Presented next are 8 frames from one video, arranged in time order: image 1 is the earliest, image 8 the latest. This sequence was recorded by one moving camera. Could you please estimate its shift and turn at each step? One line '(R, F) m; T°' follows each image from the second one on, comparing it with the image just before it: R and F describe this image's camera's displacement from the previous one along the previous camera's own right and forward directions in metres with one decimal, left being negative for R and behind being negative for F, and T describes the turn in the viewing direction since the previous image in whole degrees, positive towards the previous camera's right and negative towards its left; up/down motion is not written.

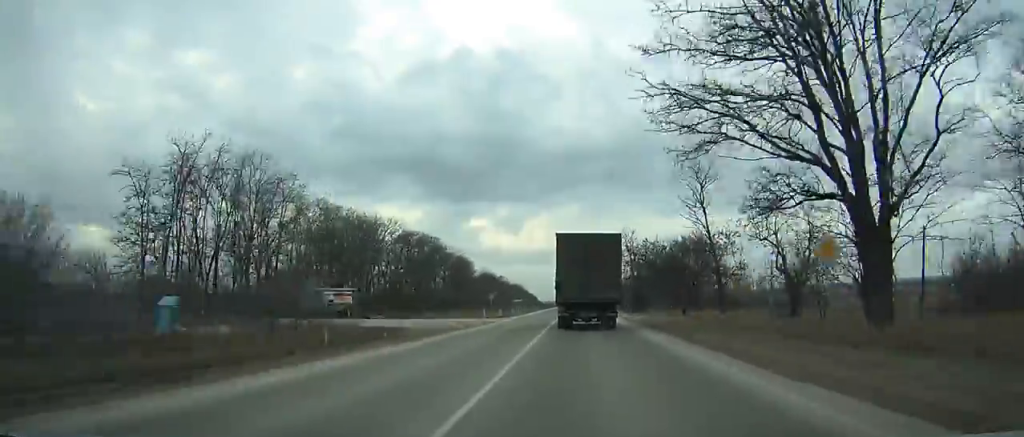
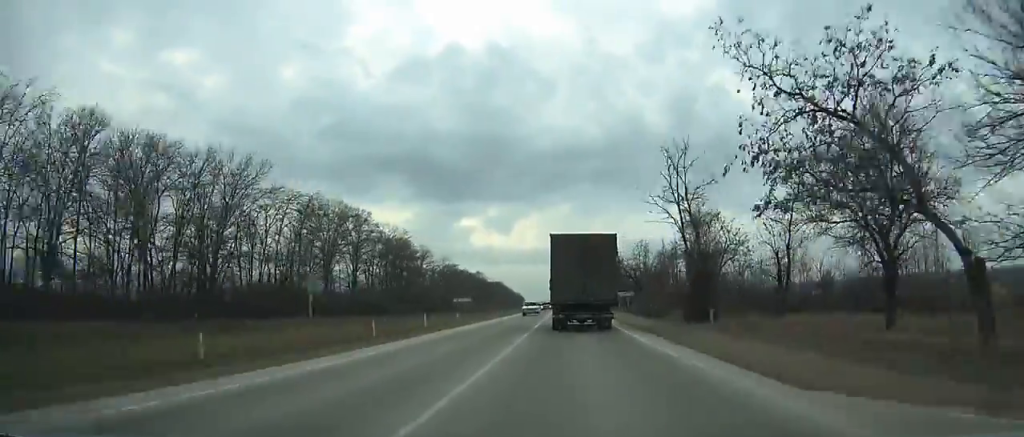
(+0.3, +53.0) m; 0°
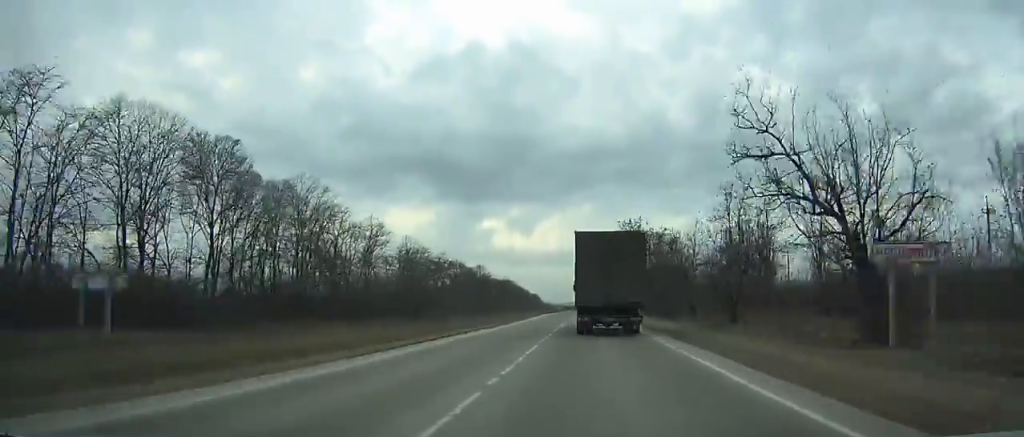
(-0.1, +55.5) m; 0°
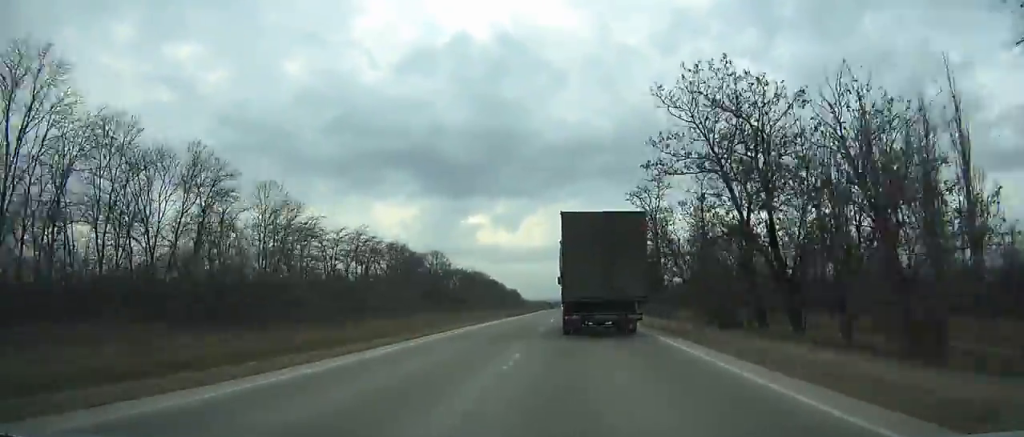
(-0.1, +47.4) m; -1°
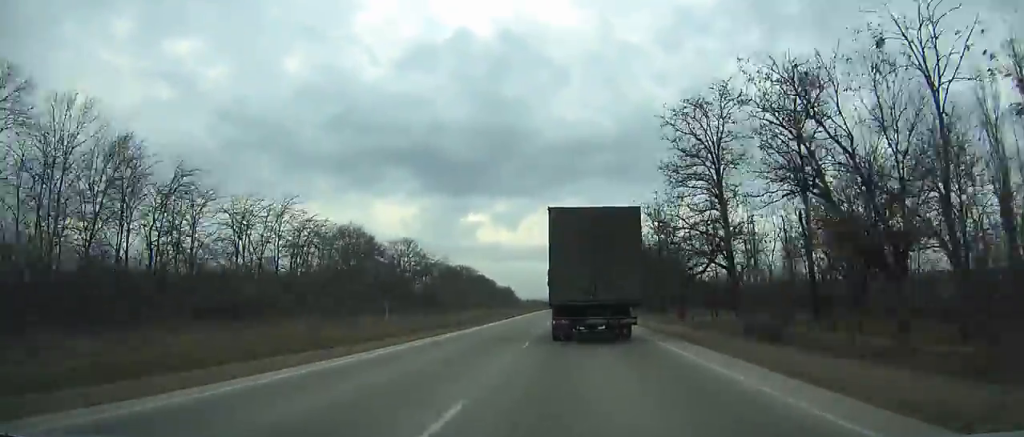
(+0.2, +28.9) m; 0°
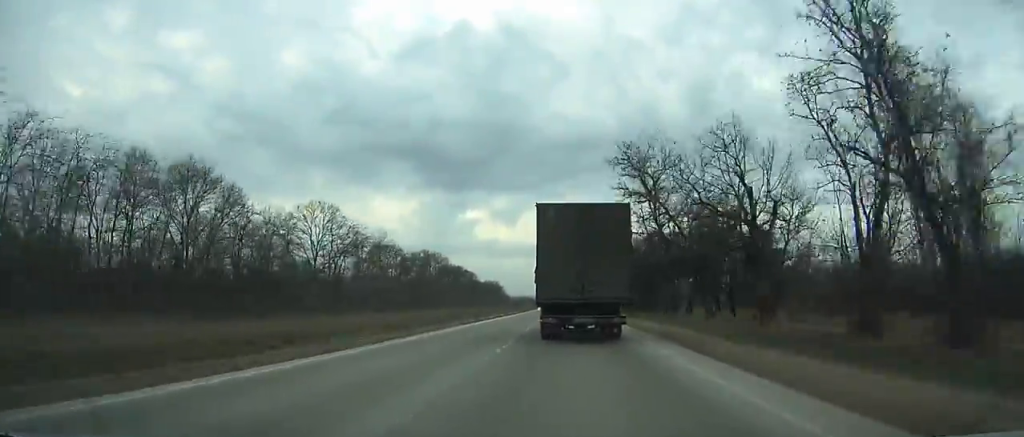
(-0.7, +51.5) m; 0°
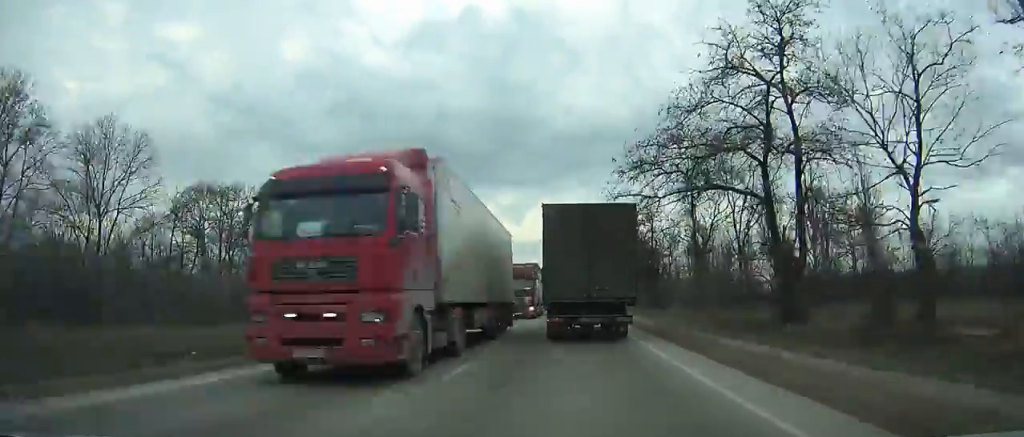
(+2.0, +150.0) m; +1°
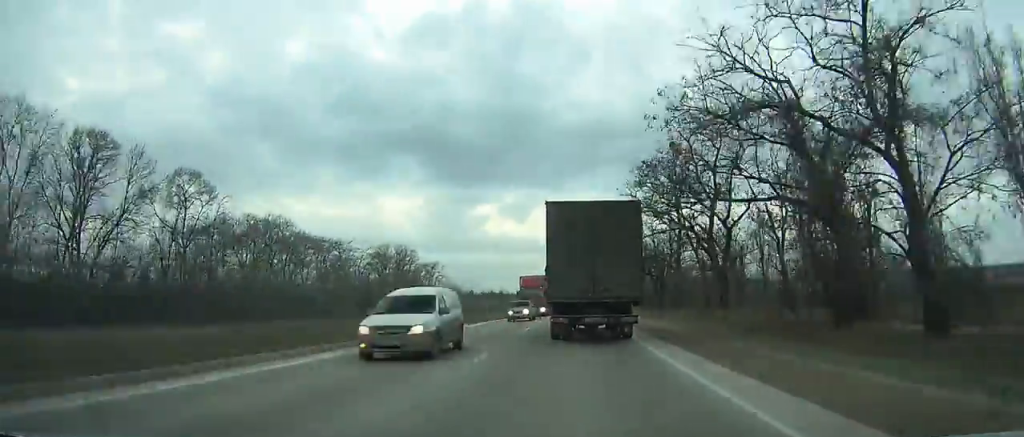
(-0.1, +45.0) m; 0°
